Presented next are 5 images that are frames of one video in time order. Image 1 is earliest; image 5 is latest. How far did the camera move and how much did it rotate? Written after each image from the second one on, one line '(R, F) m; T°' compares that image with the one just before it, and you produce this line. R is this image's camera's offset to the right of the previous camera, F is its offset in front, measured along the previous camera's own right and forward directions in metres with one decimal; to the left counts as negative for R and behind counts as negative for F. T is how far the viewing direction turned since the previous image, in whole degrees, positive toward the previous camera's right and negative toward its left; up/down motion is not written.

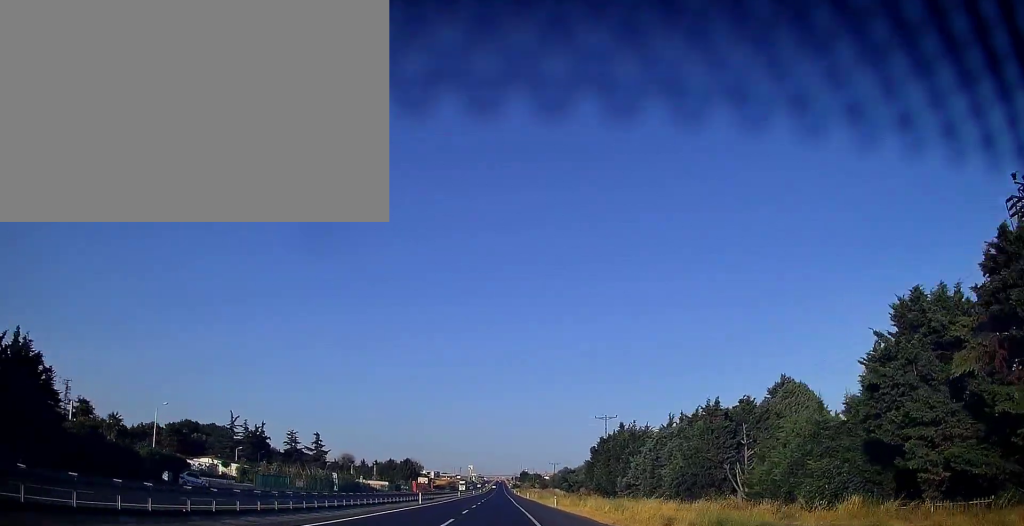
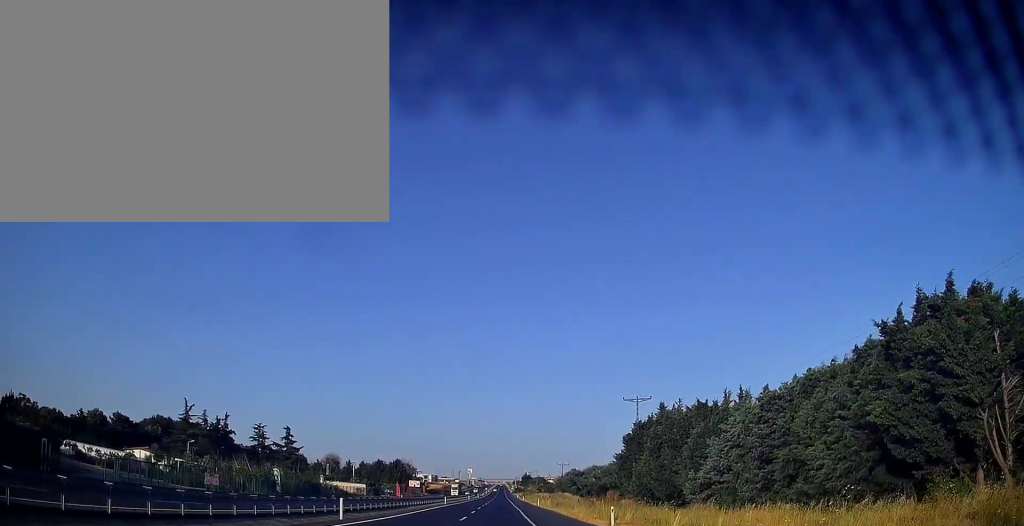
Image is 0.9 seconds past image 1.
(0.0, +26.6) m; 0°
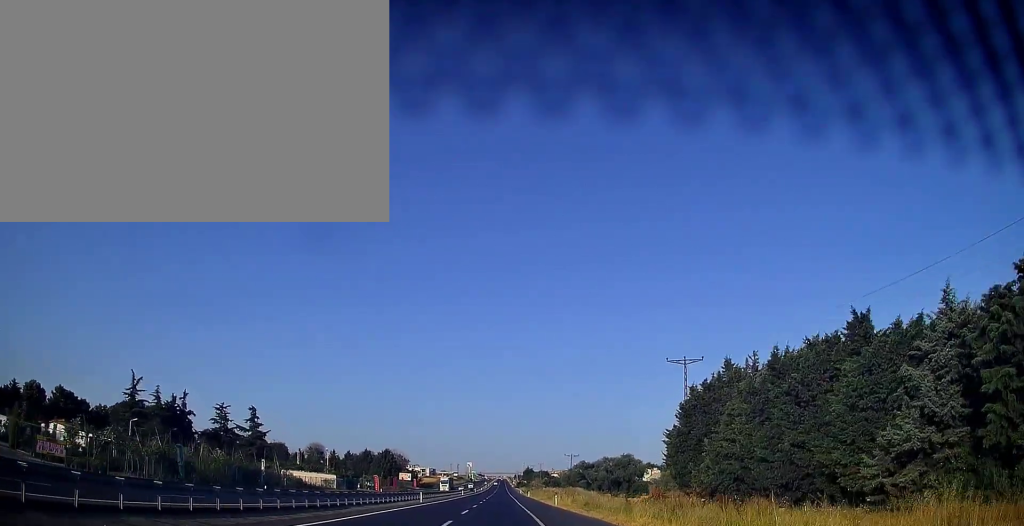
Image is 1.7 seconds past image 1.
(0.0, +23.6) m; 0°
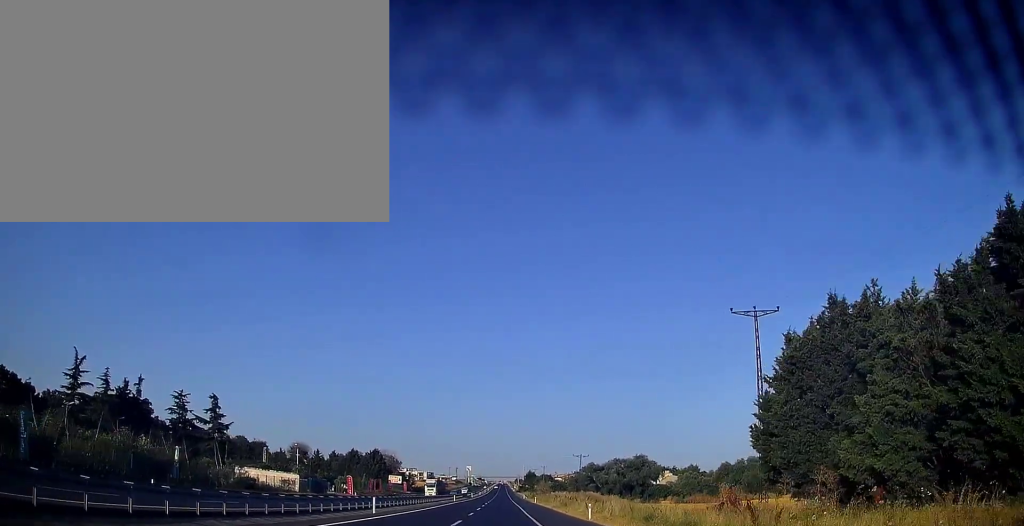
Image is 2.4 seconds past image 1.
(-0.1, +19.7) m; 0°
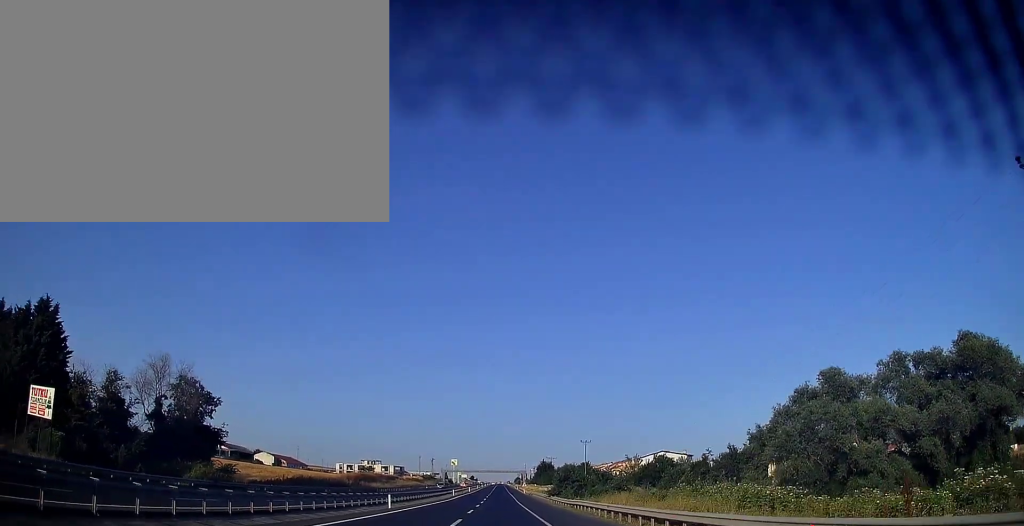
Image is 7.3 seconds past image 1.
(+0.8, +146.0) m; 0°
